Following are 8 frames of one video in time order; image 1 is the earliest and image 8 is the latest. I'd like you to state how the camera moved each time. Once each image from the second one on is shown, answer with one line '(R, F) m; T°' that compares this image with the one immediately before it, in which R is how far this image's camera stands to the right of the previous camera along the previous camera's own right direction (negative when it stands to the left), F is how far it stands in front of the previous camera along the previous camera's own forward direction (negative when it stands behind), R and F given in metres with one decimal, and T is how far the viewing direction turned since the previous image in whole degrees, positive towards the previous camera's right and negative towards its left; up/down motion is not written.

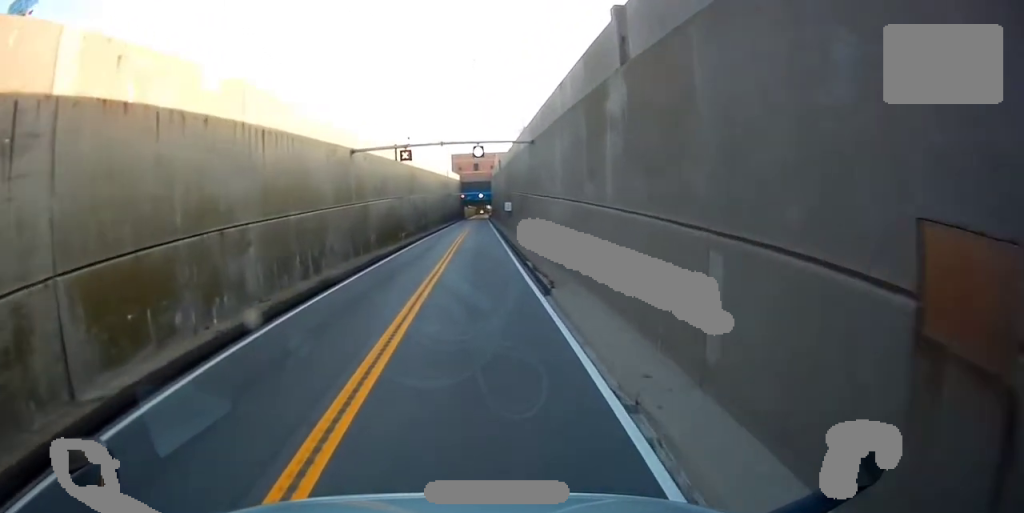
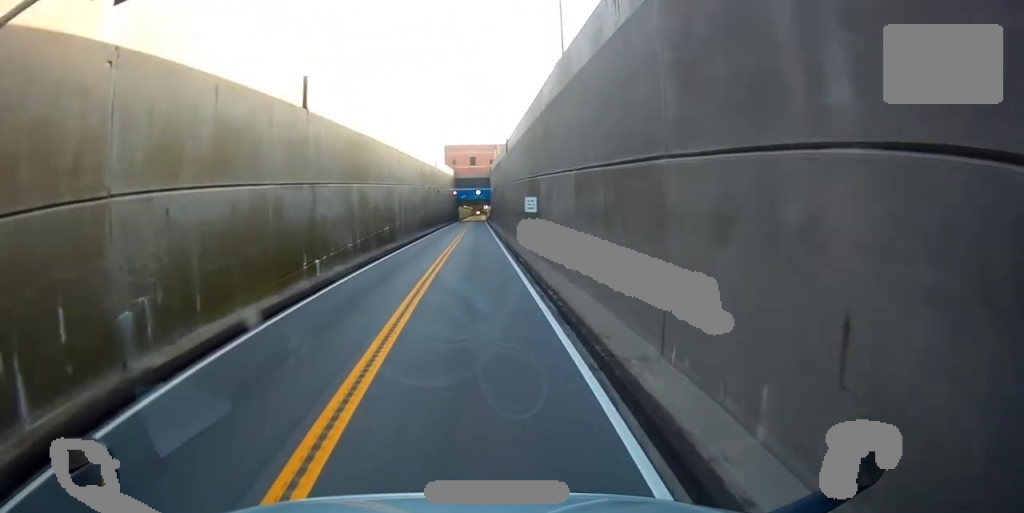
(+0.3, +25.2) m; +1°
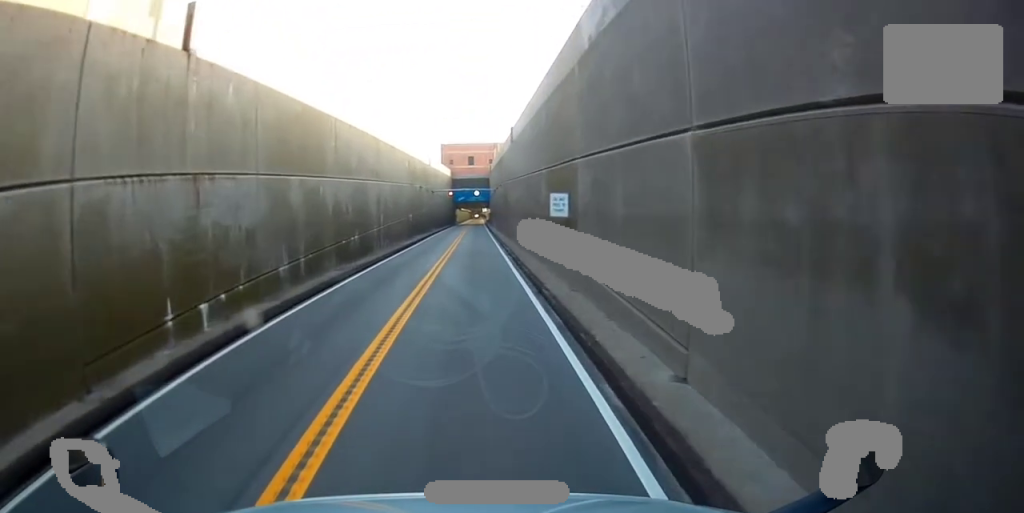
(+0.2, +10.1) m; 0°
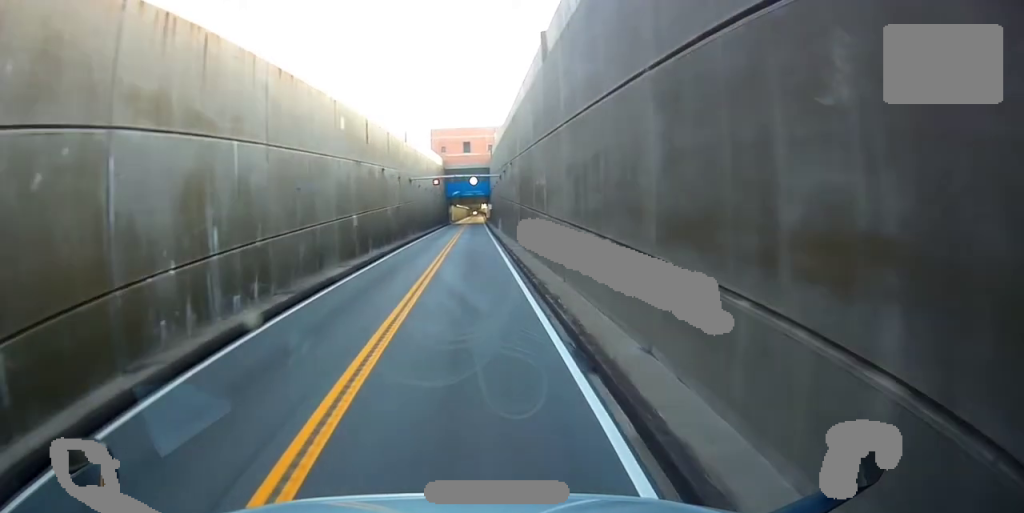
(-0.3, +26.2) m; 0°
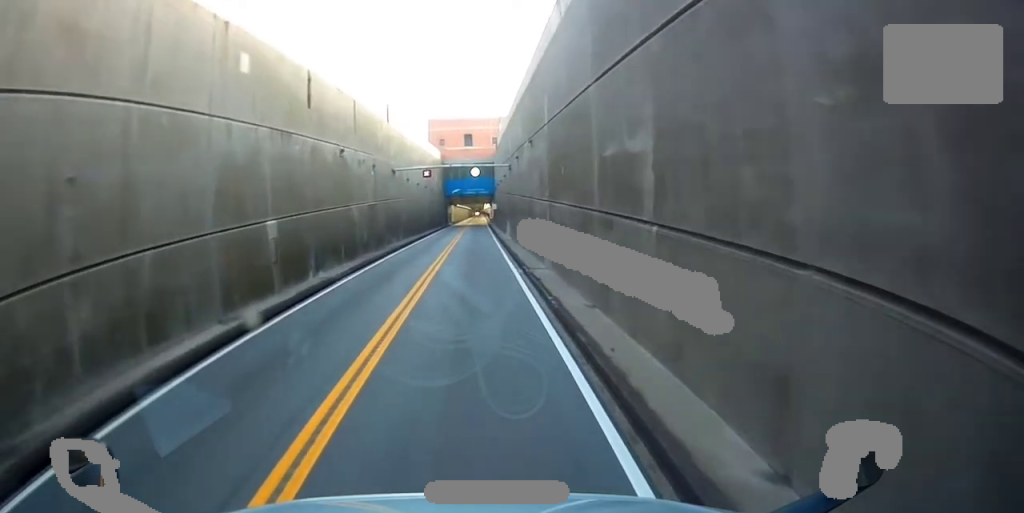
(+0.3, +13.4) m; -1°
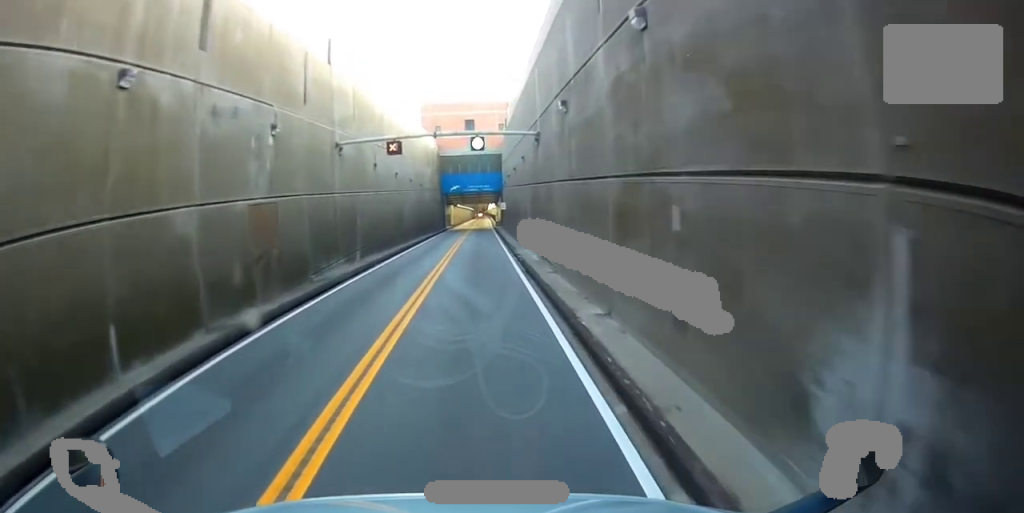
(-0.5, +19.1) m; -1°
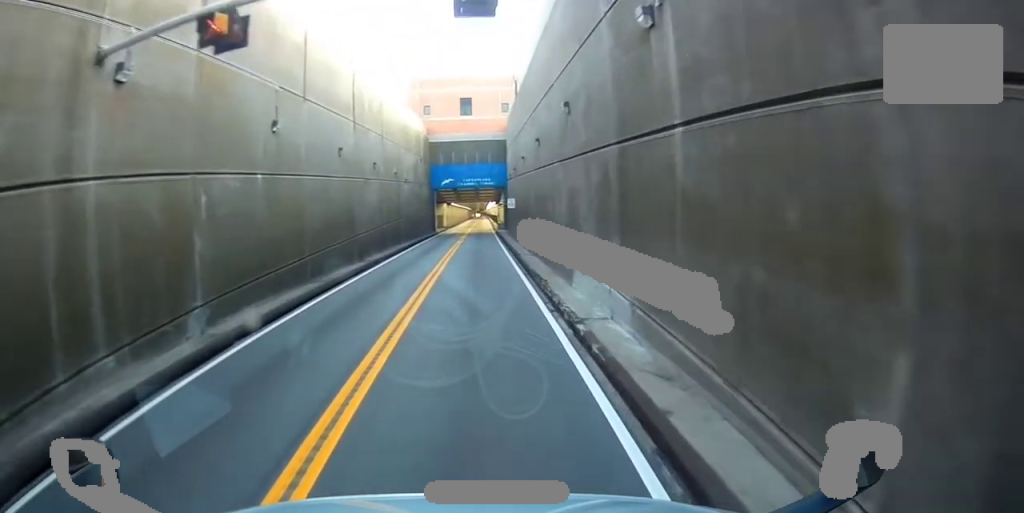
(+0.1, +18.2) m; +1°
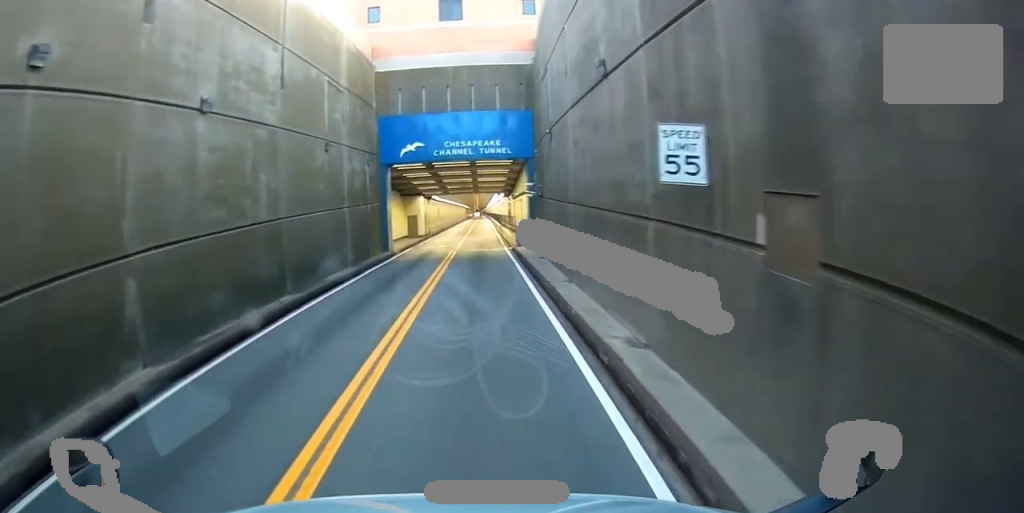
(+0.3, +38.8) m; 0°
